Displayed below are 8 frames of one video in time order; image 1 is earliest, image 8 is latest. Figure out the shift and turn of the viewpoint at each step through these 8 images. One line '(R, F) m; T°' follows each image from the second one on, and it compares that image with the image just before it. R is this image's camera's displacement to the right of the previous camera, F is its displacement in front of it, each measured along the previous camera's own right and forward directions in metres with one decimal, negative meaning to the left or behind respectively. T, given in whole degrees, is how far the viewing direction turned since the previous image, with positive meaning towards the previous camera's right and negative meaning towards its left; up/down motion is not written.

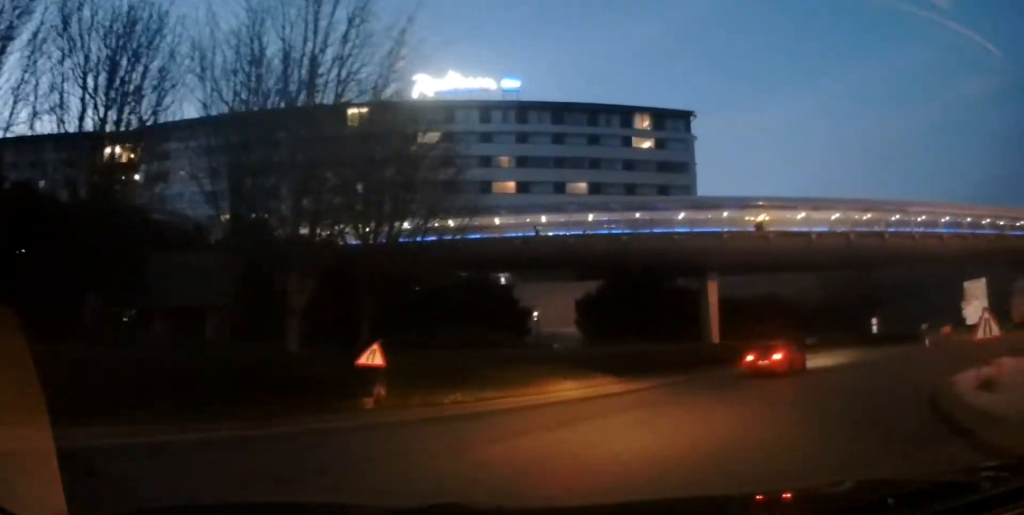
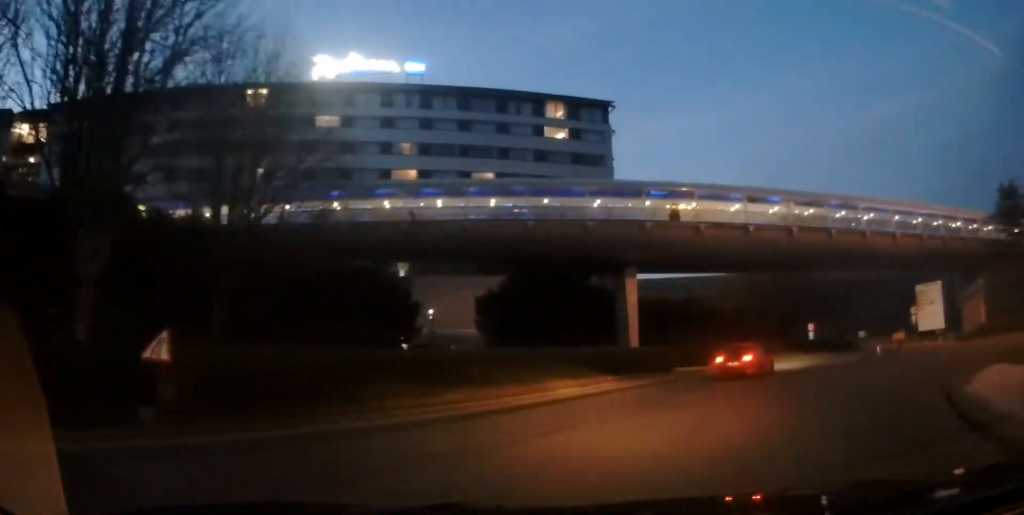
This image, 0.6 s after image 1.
(-0.1, +4.6) m; +7°
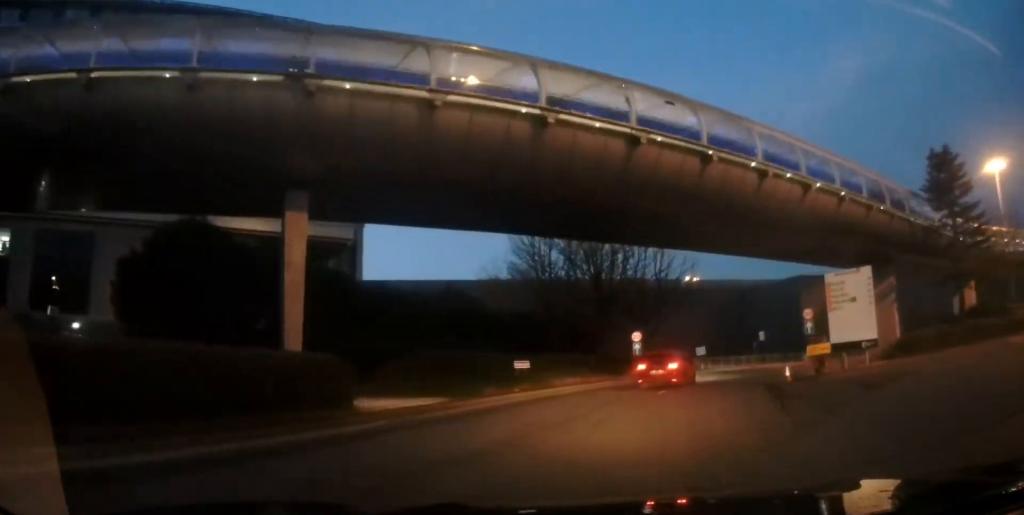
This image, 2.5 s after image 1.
(+3.3, +16.7) m; +19°
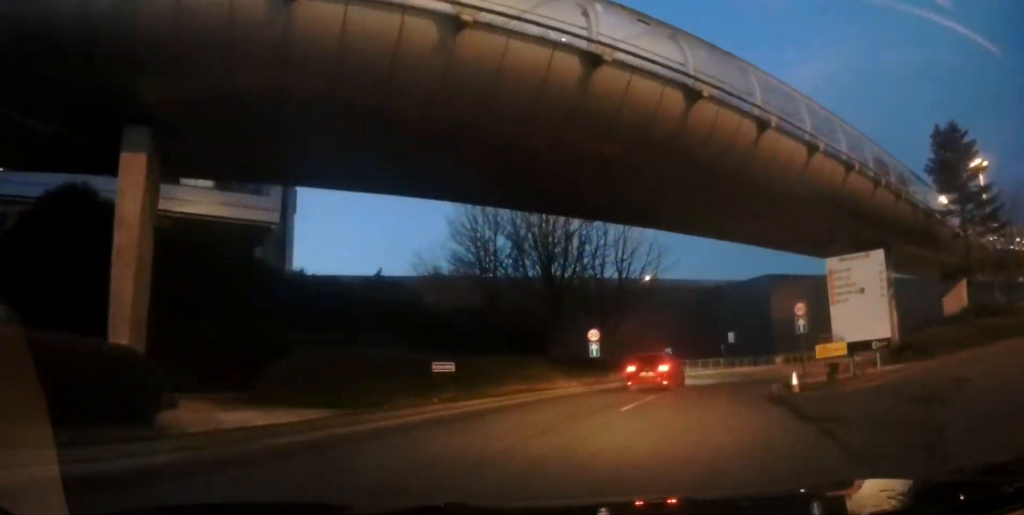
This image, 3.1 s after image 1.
(+0.4, +5.1) m; +6°
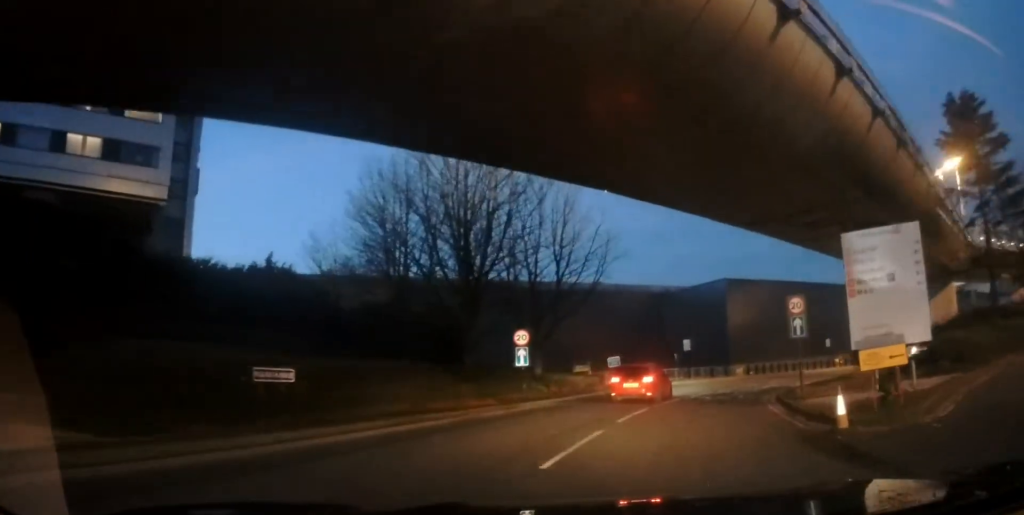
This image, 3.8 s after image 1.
(+0.4, +6.7) m; +6°
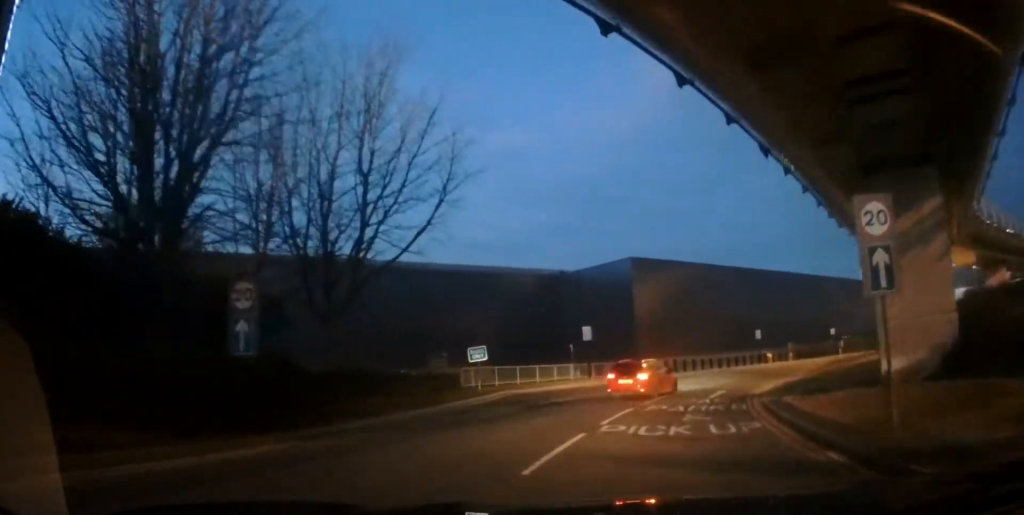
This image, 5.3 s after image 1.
(+0.5, +12.3) m; +1°
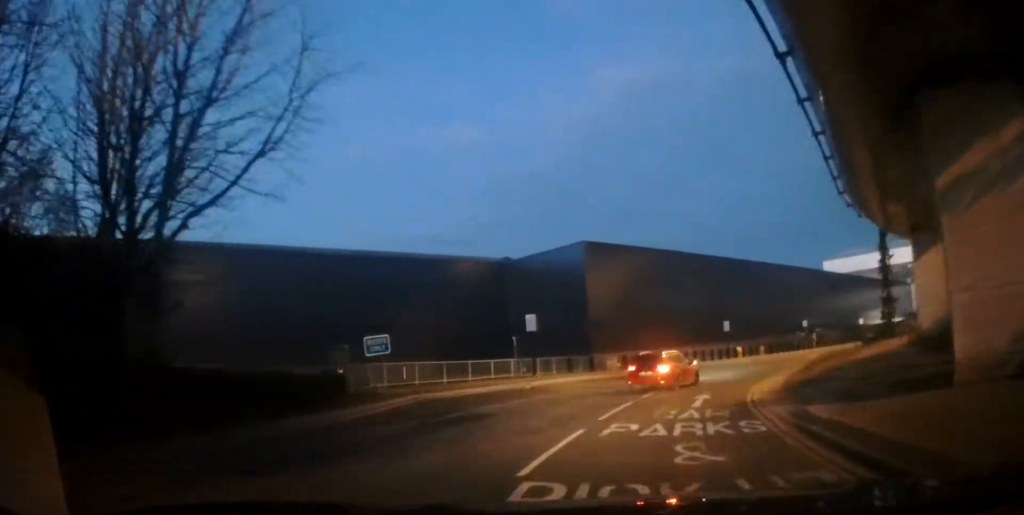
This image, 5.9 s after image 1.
(-0.1, +6.1) m; +2°
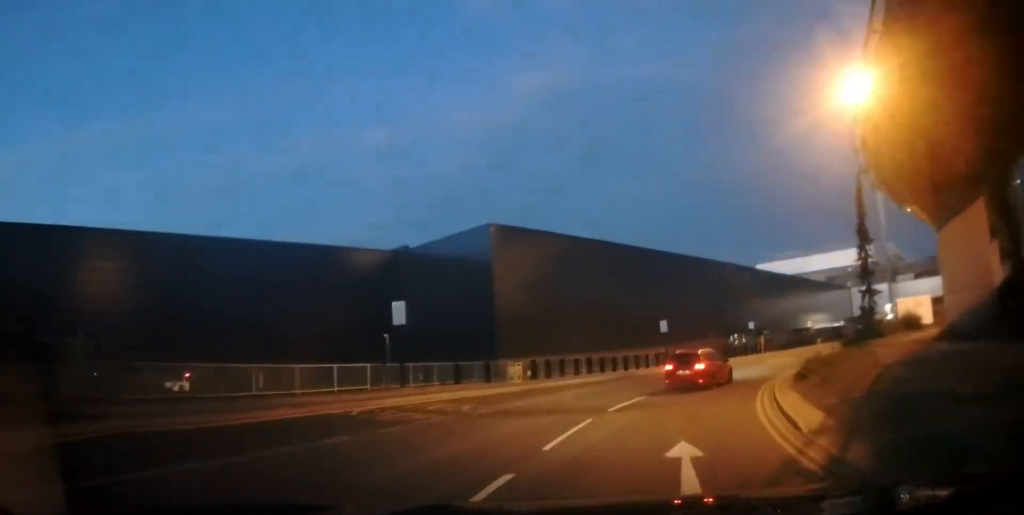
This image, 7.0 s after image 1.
(+0.6, +9.9) m; +10°
